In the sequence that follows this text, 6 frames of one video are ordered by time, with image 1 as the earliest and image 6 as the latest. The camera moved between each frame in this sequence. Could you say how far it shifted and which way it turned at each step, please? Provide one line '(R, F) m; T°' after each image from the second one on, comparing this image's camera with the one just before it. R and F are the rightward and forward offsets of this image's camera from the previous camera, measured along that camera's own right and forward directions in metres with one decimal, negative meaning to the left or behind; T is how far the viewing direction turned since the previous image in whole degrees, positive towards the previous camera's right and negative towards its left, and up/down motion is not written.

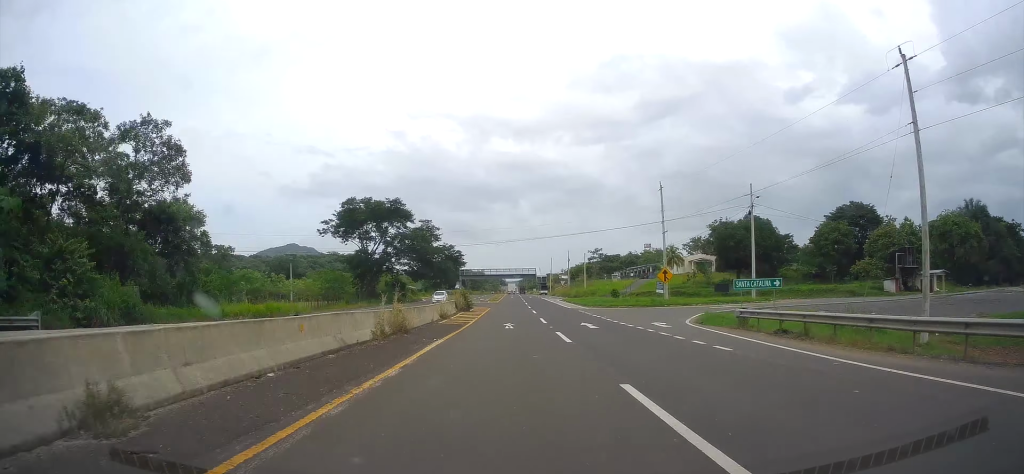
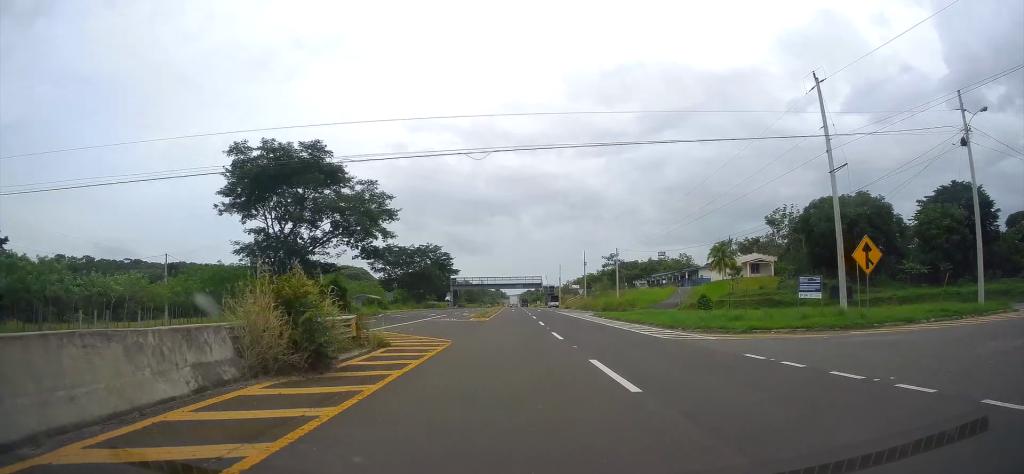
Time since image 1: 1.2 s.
(-0.3, +34.2) m; 0°
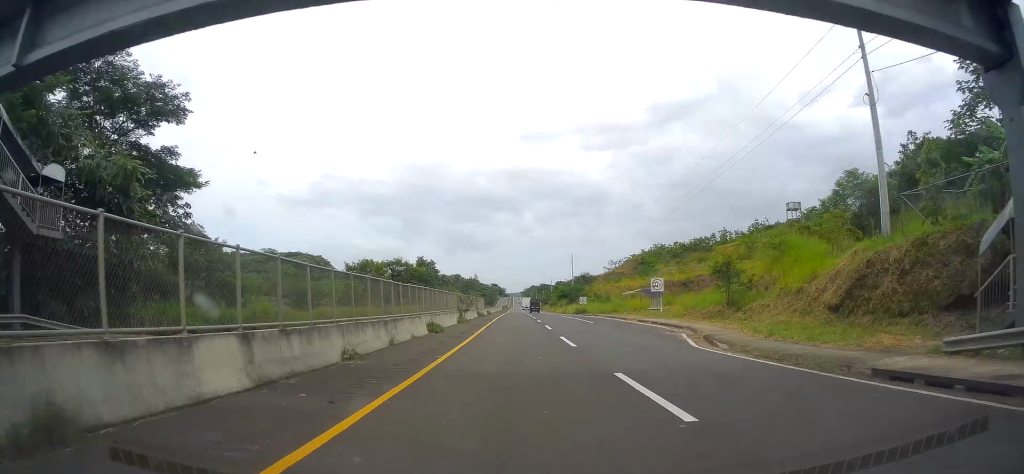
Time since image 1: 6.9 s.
(+1.2, +167.2) m; 0°
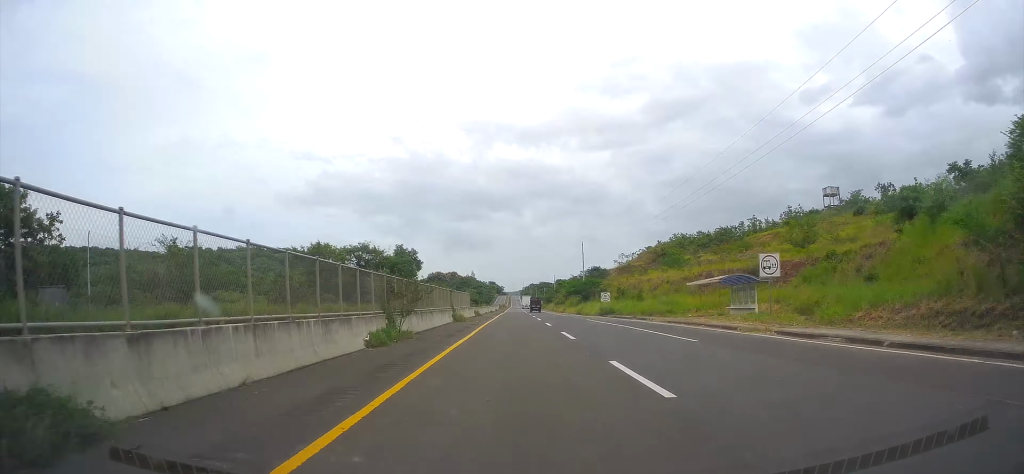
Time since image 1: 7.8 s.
(+0.1, +24.3) m; 0°
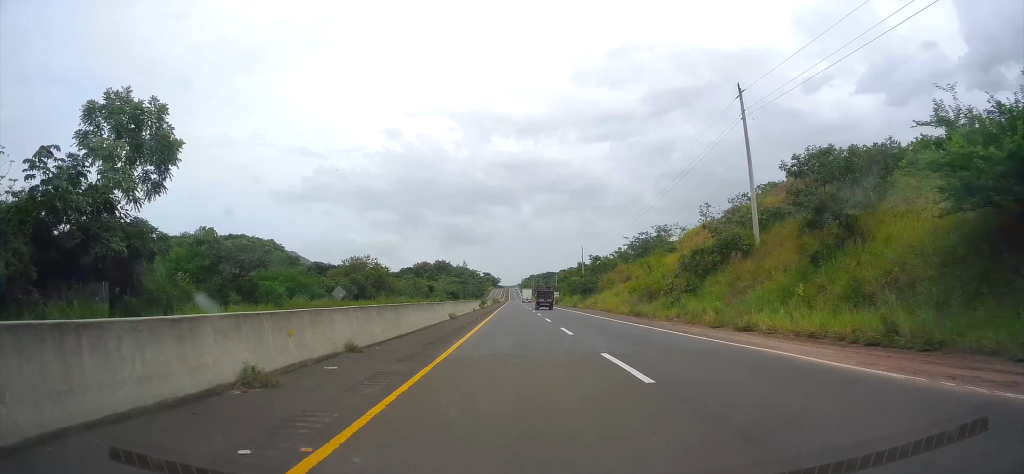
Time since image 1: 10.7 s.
(-0.5, +86.3) m; 0°
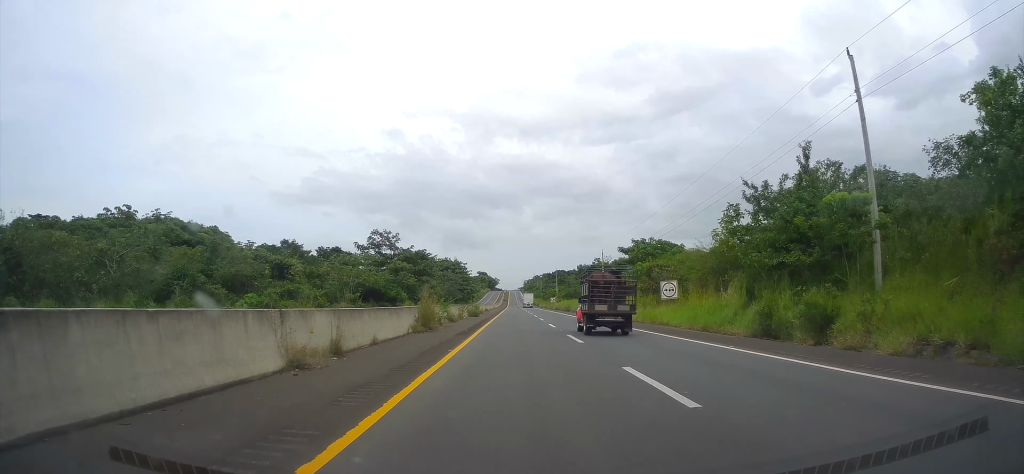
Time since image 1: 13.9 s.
(+1.2, +98.5) m; +1°
